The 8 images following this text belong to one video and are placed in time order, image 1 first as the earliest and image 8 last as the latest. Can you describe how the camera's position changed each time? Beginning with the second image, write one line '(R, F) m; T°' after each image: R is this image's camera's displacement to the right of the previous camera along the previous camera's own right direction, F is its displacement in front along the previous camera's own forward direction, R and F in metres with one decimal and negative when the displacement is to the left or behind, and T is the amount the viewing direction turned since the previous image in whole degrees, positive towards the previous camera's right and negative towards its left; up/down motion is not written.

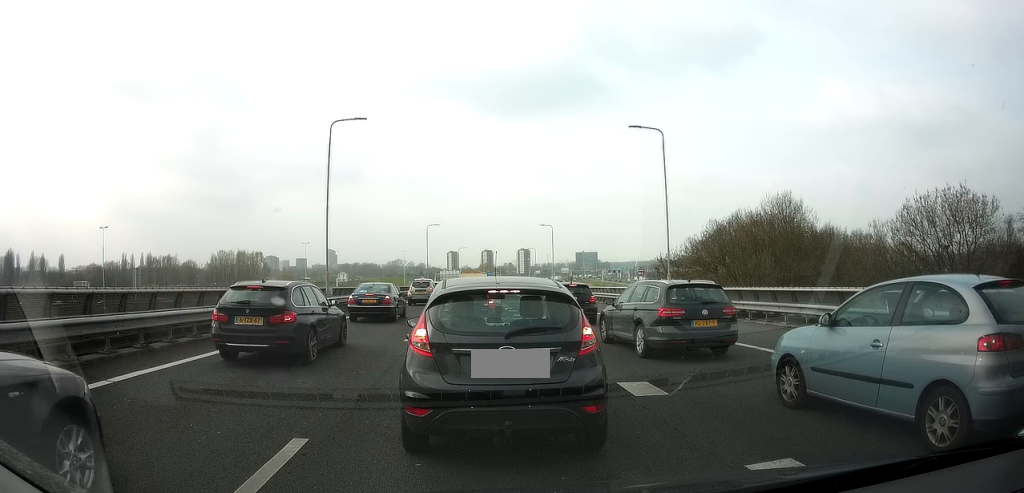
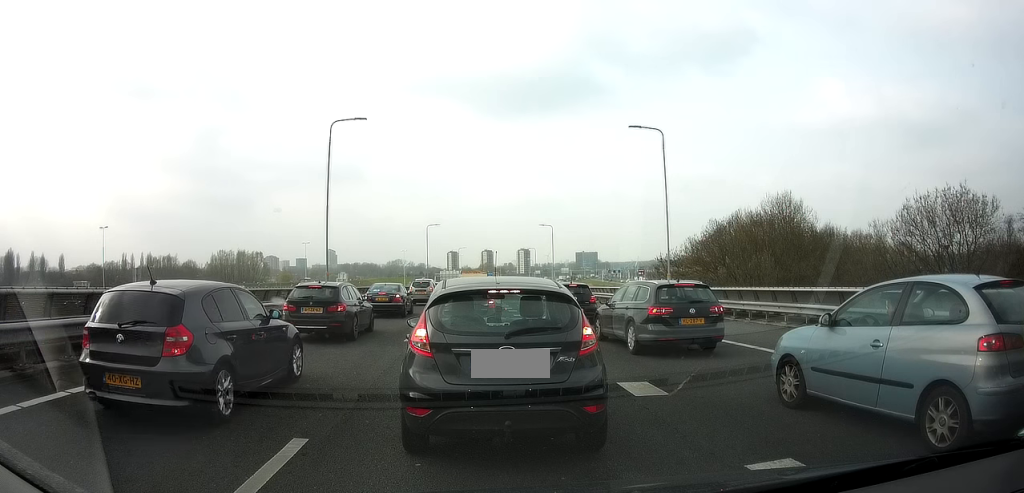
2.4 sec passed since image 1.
(0.0, 0.0) m; 0°
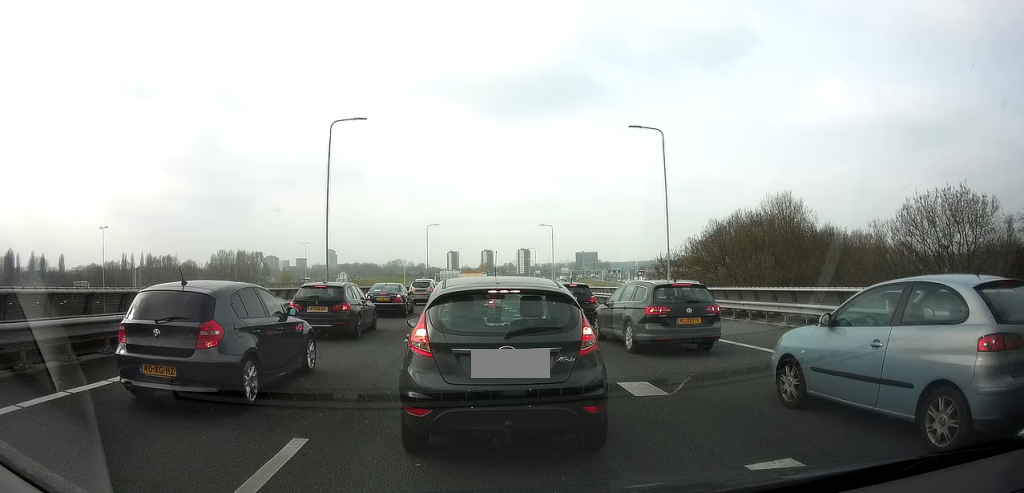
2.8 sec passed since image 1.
(0.0, 0.0) m; 0°
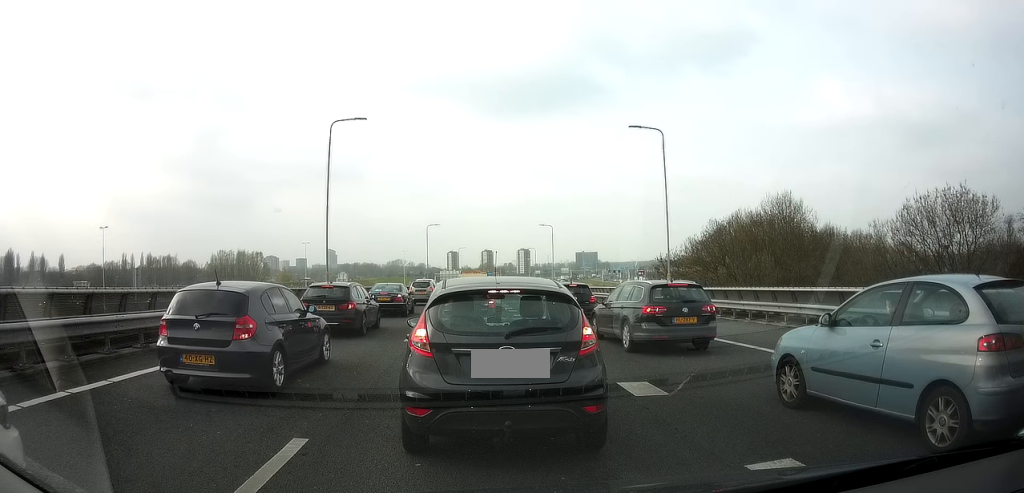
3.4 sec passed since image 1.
(0.0, 0.0) m; 0°
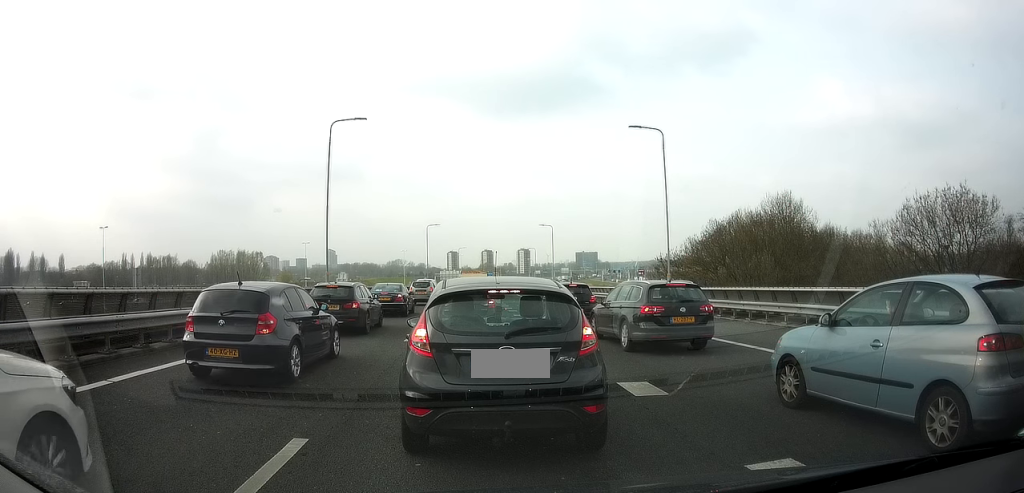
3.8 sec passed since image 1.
(0.0, 0.0) m; 0°
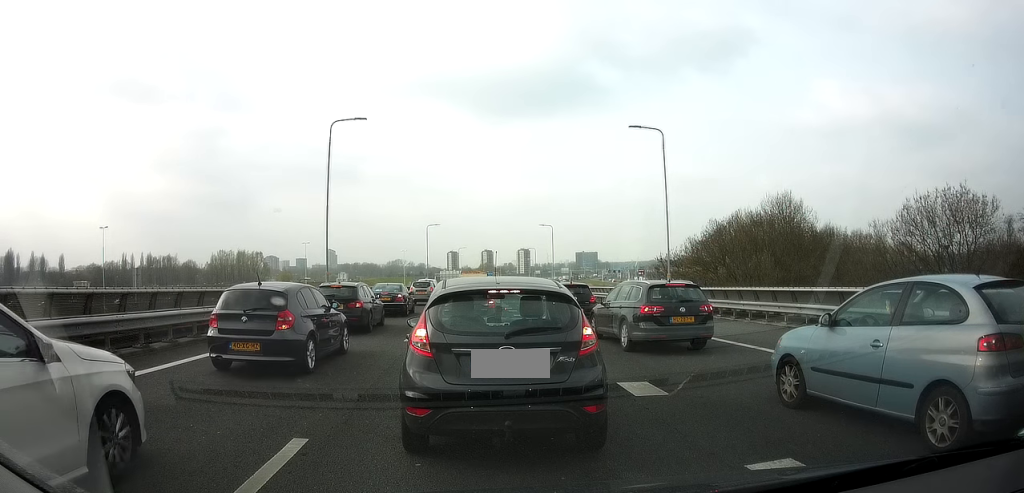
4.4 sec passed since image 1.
(0.0, 0.0) m; 0°
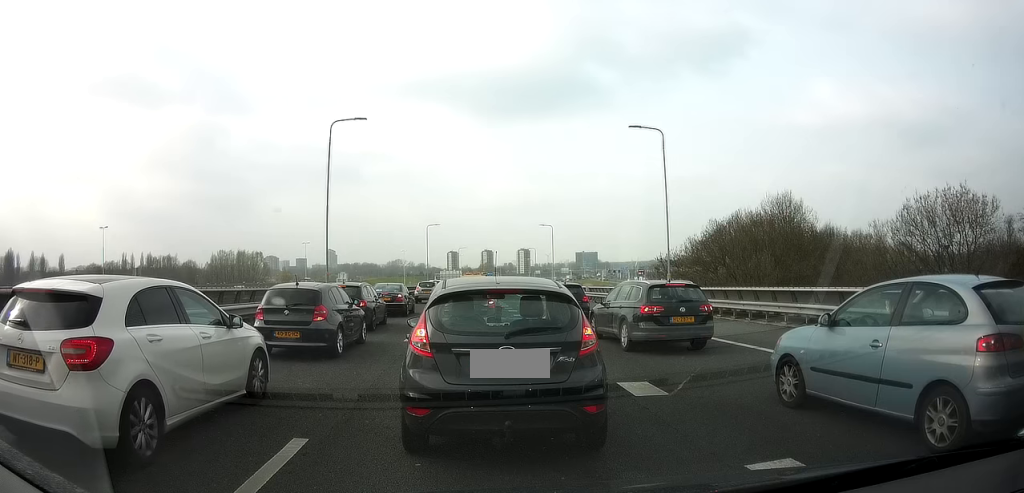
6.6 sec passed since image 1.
(0.0, 0.0) m; 0°
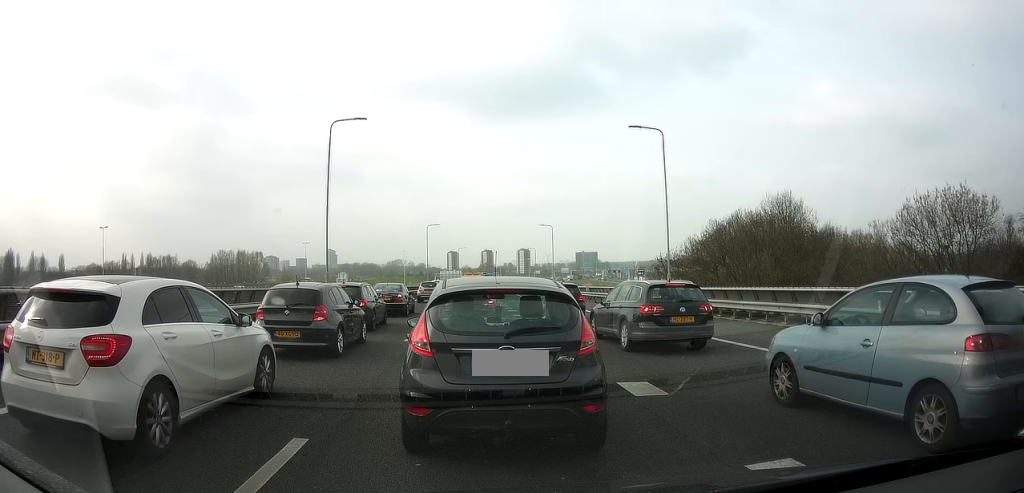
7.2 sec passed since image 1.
(0.0, 0.0) m; 0°
